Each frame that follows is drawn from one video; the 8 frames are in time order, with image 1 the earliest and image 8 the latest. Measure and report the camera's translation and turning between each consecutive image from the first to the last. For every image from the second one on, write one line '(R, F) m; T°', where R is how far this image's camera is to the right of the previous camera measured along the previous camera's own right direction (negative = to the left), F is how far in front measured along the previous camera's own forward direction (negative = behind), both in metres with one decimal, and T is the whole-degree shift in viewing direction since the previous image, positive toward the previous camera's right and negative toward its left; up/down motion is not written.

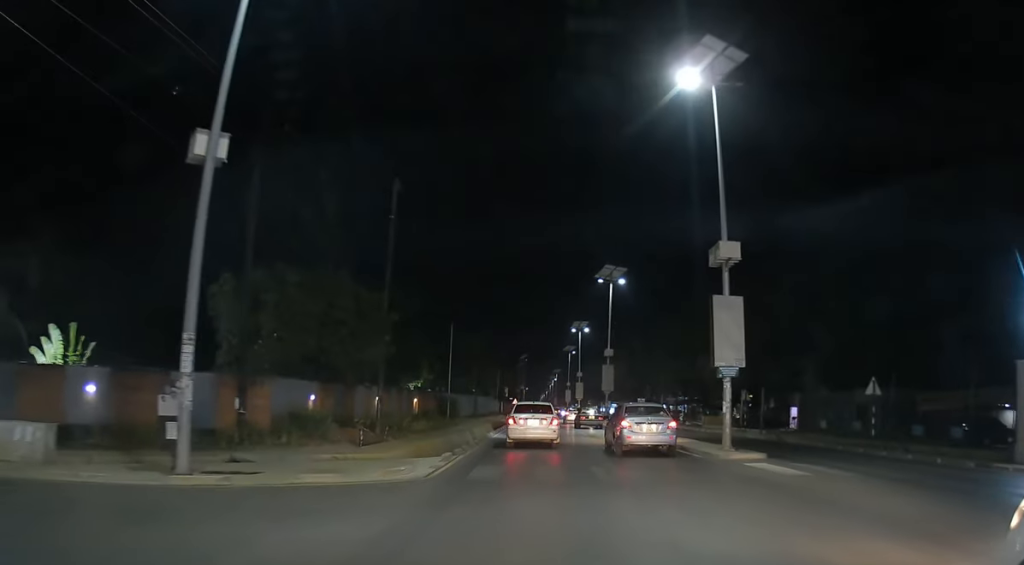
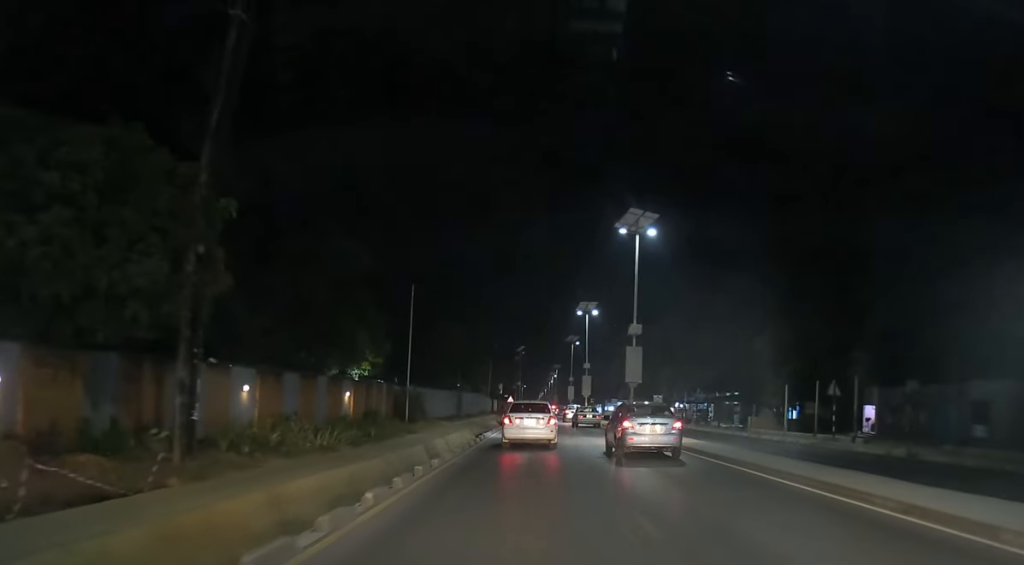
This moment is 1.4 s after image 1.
(0.0, +15.9) m; +1°
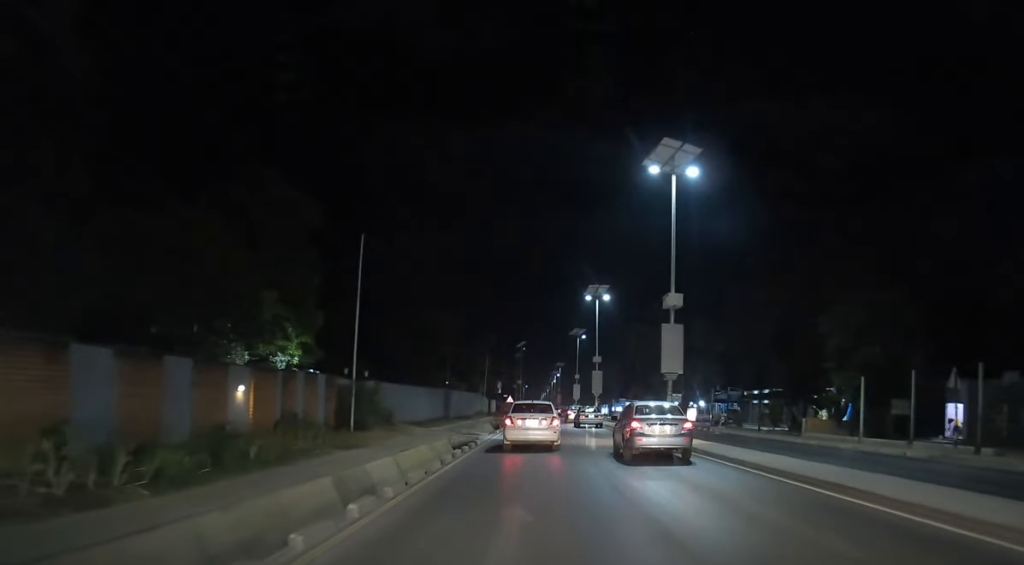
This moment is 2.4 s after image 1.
(+0.2, +11.0) m; +1°
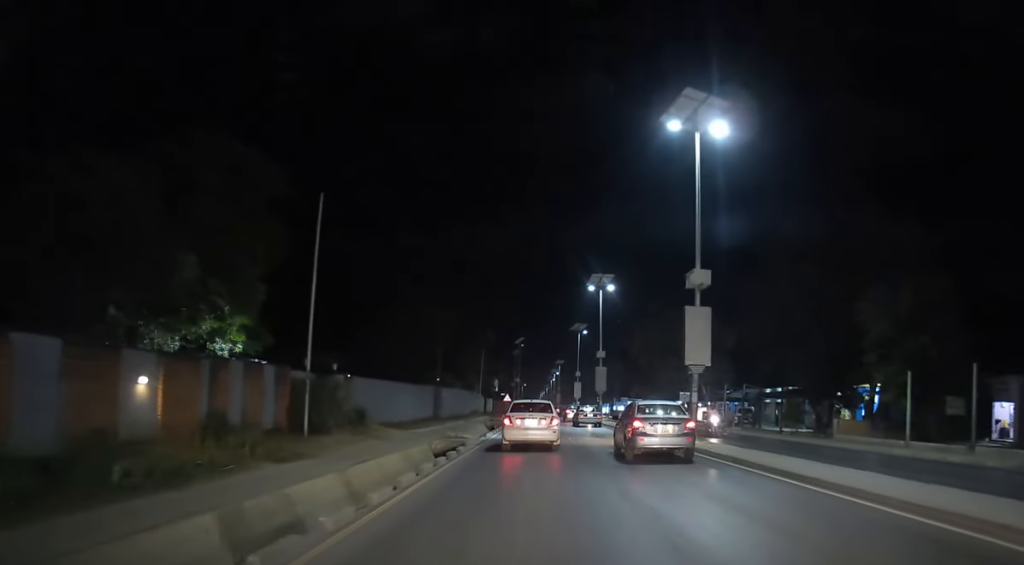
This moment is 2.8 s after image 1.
(0.0, +5.0) m; -1°
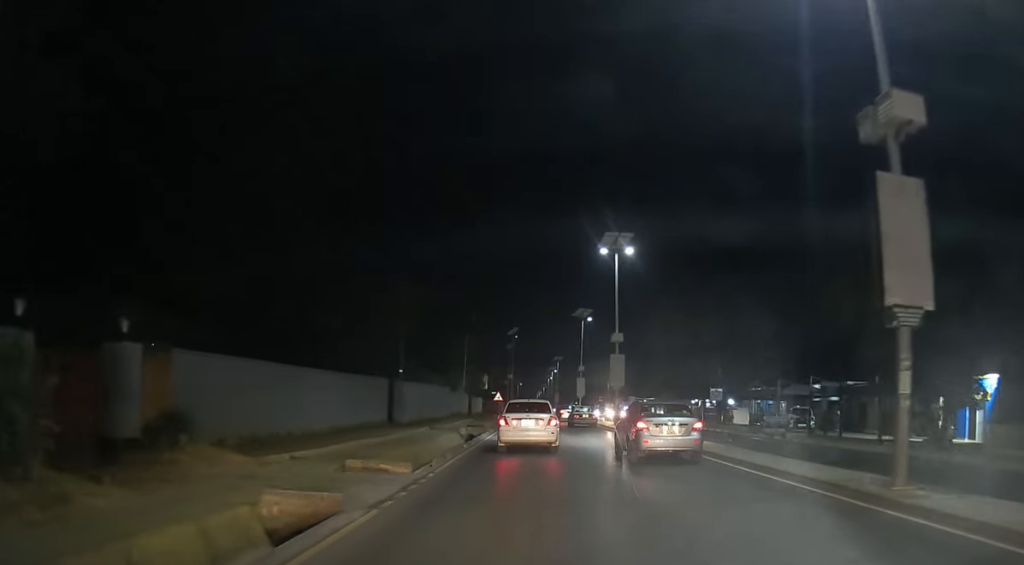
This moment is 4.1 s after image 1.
(-0.2, +14.8) m; 0°
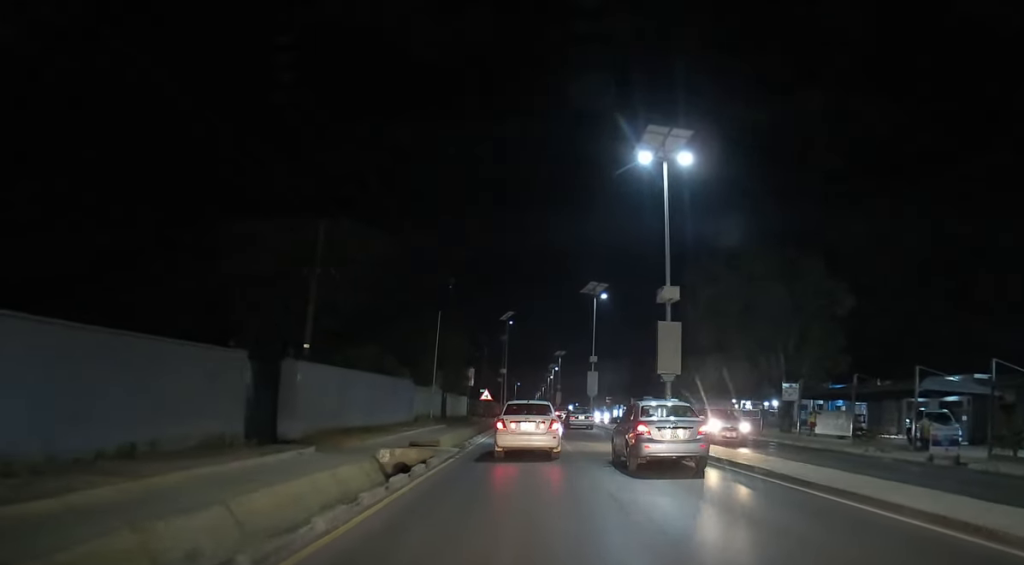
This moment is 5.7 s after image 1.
(+0.3, +18.4) m; +1°
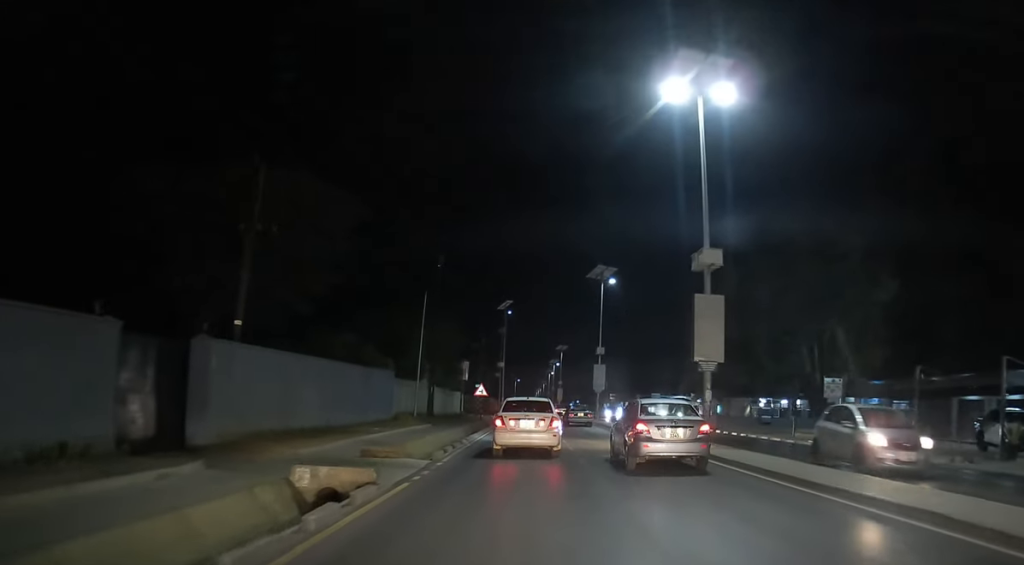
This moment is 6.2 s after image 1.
(0.0, +6.4) m; -1°
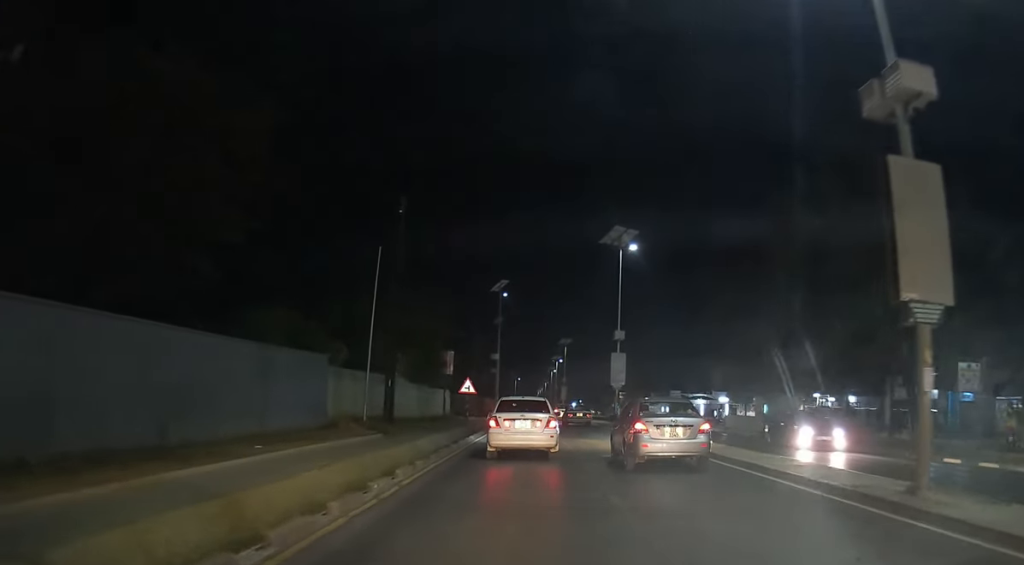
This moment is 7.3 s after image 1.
(-0.2, +12.5) m; -1°
